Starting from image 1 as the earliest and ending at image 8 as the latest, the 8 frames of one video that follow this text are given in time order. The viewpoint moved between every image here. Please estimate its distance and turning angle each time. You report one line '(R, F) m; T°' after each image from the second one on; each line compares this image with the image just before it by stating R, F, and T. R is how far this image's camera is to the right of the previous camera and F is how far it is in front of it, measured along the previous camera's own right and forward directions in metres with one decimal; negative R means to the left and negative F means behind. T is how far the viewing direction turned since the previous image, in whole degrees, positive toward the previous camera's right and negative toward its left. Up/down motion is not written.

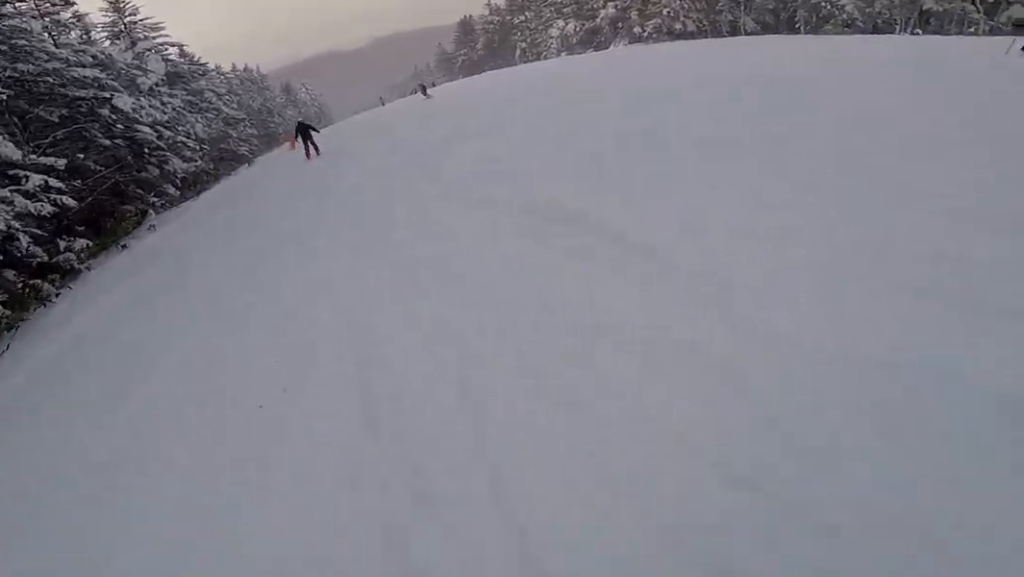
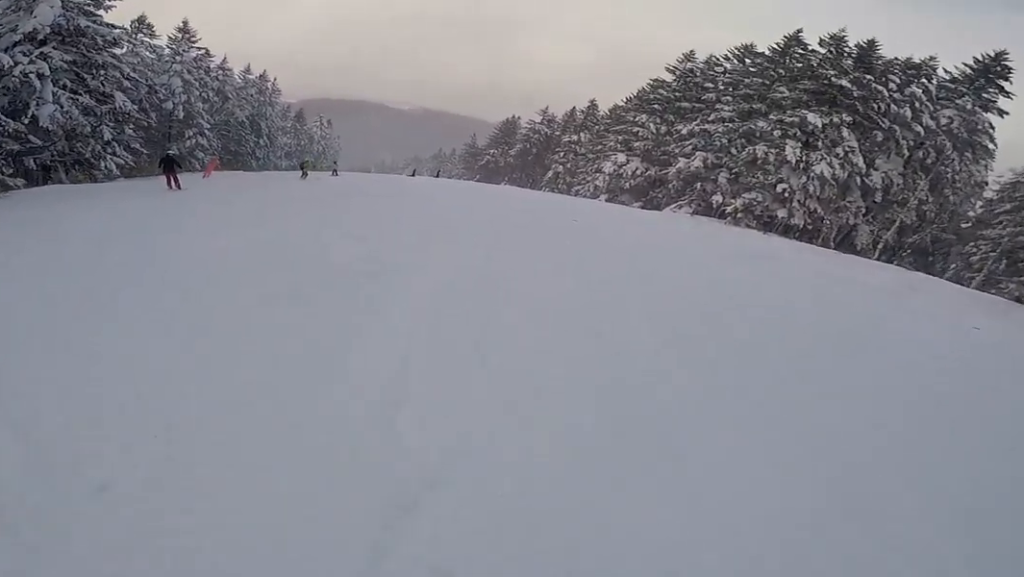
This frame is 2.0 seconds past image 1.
(+3.3, +16.8) m; +8°
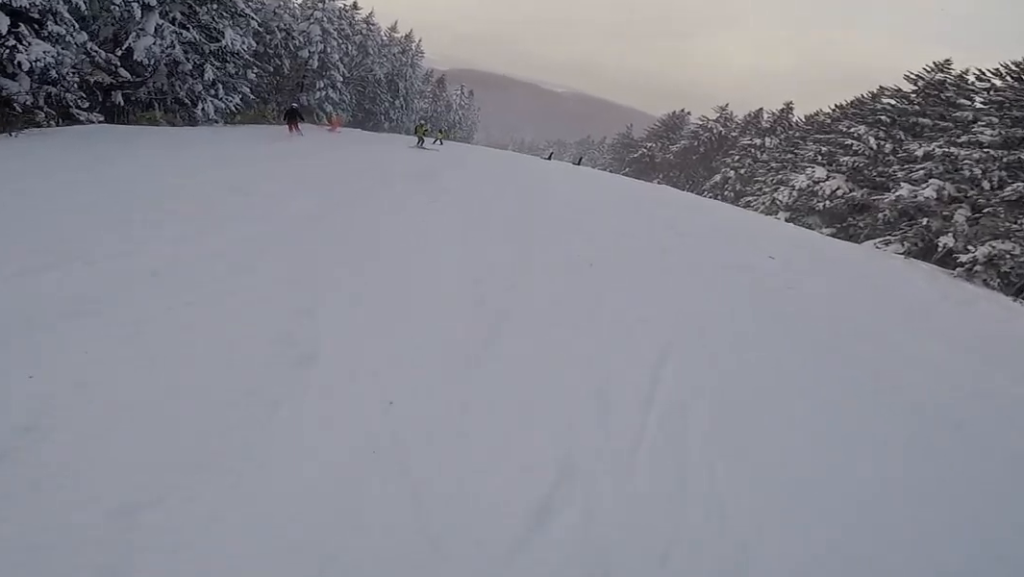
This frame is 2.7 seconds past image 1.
(-0.2, +5.9) m; -15°
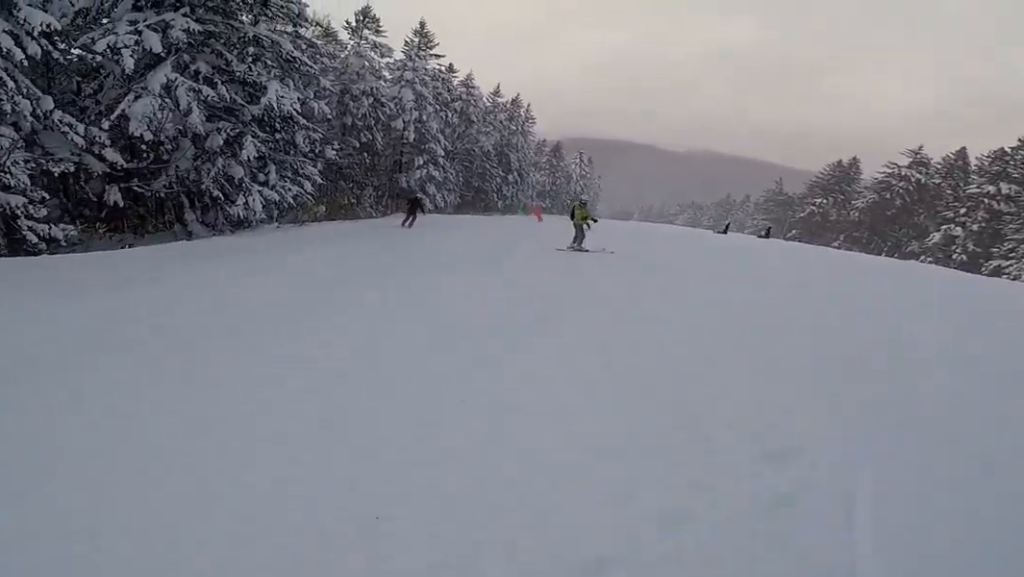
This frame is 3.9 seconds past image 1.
(-2.8, +10.1) m; -15°
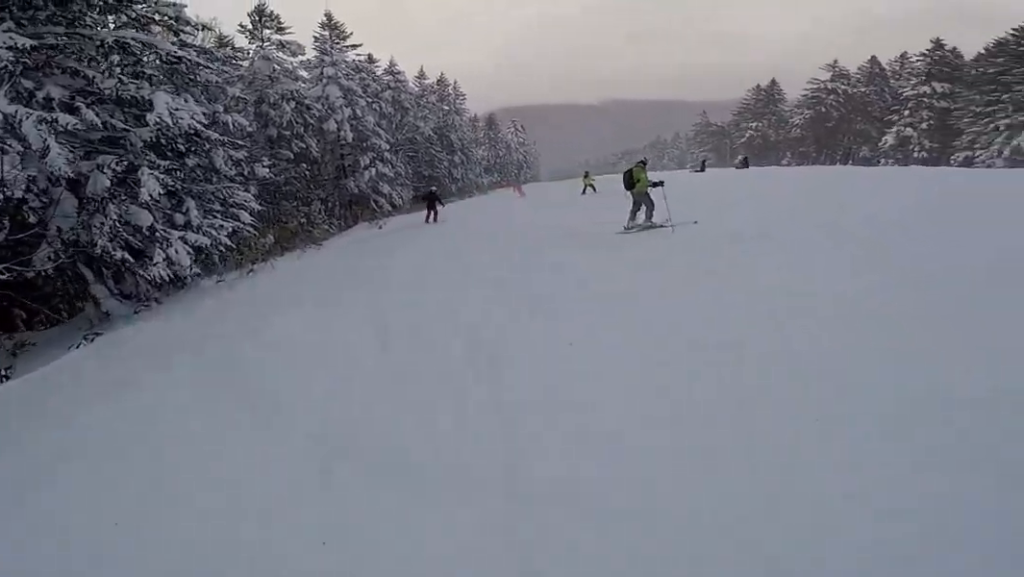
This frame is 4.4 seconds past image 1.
(+0.4, +4.5) m; +6°
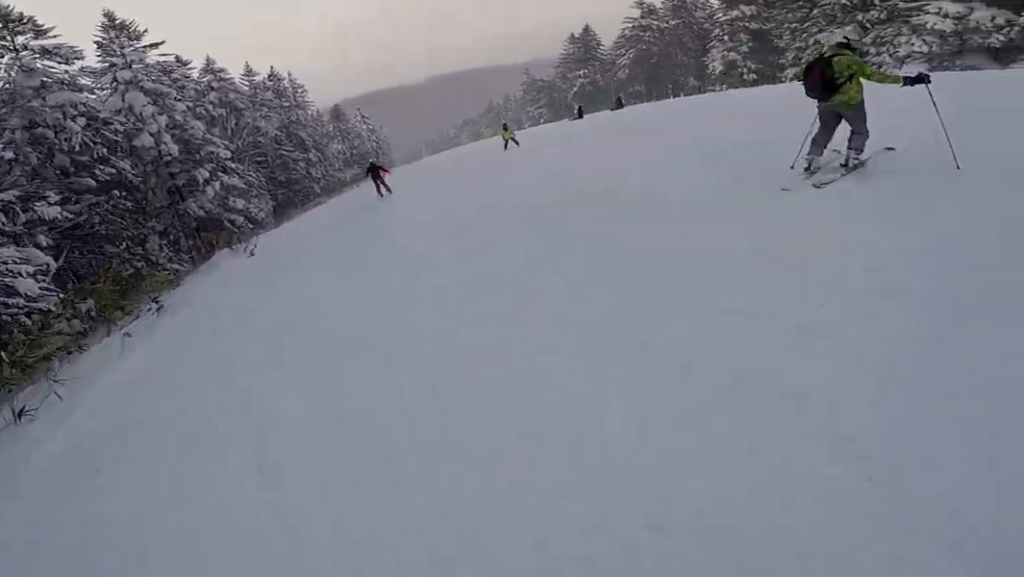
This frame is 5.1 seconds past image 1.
(+0.4, +6.0) m; +9°
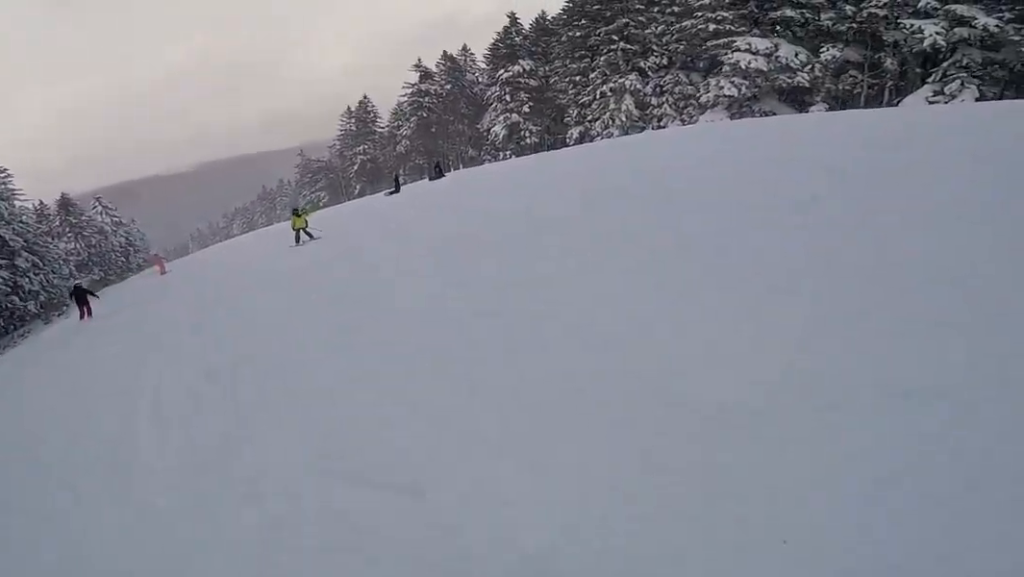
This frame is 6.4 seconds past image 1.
(+1.8, +10.4) m; +18°
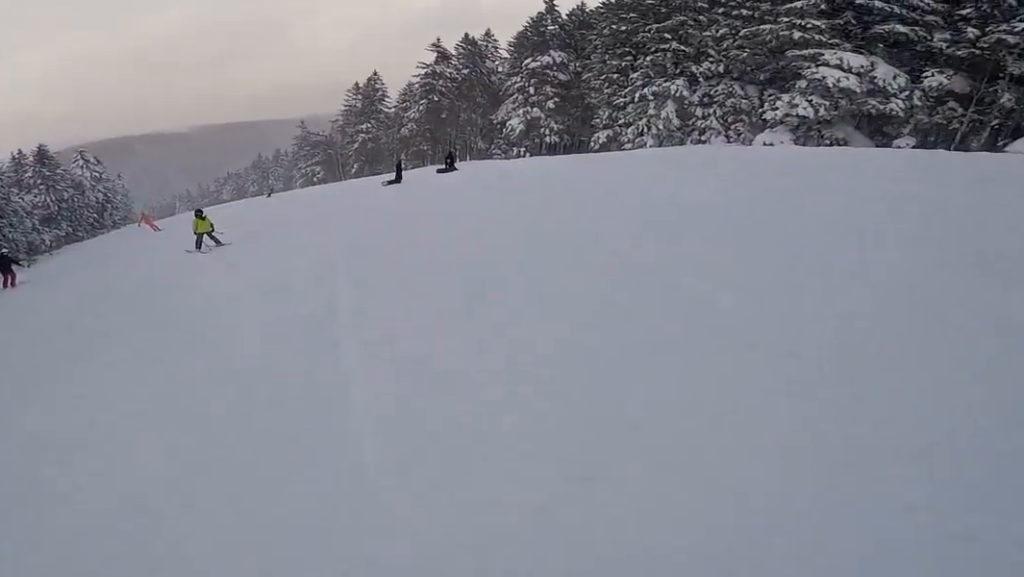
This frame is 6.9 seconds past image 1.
(+0.4, +4.5) m; +5°
